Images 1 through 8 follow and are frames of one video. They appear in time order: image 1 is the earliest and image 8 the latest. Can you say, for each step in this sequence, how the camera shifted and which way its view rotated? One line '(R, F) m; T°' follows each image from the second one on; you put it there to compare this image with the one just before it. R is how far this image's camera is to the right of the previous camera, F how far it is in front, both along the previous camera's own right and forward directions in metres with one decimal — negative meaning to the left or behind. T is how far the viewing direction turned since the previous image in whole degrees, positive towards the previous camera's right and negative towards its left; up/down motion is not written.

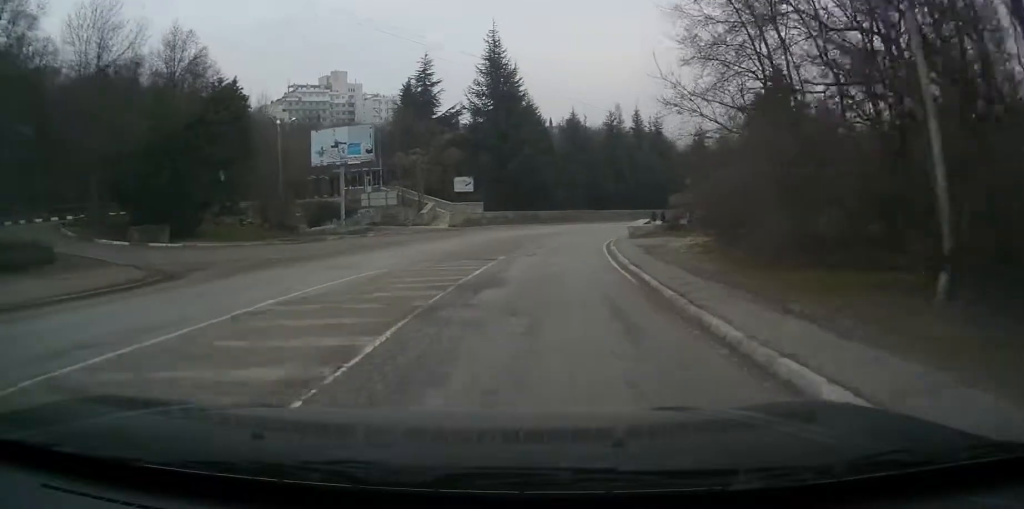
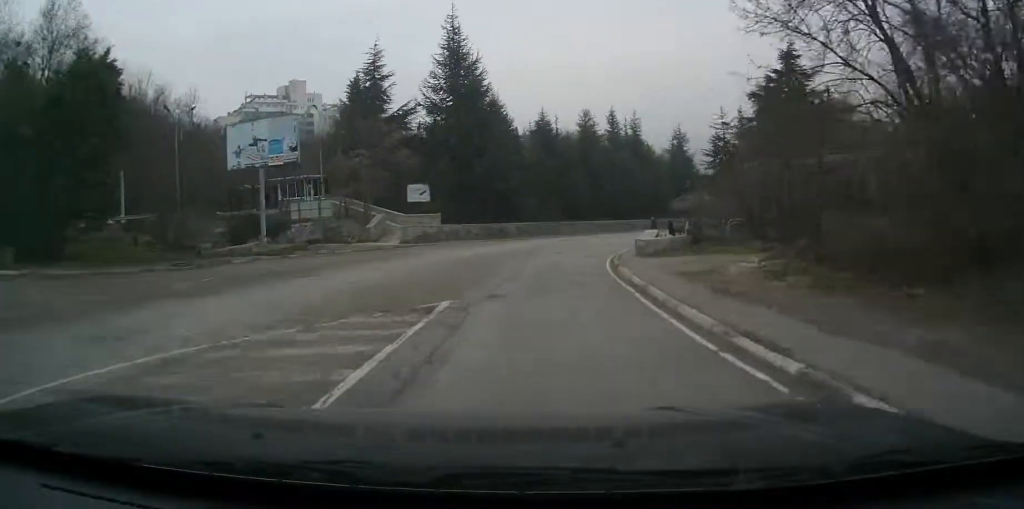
(+0.4, +10.9) m; +2°
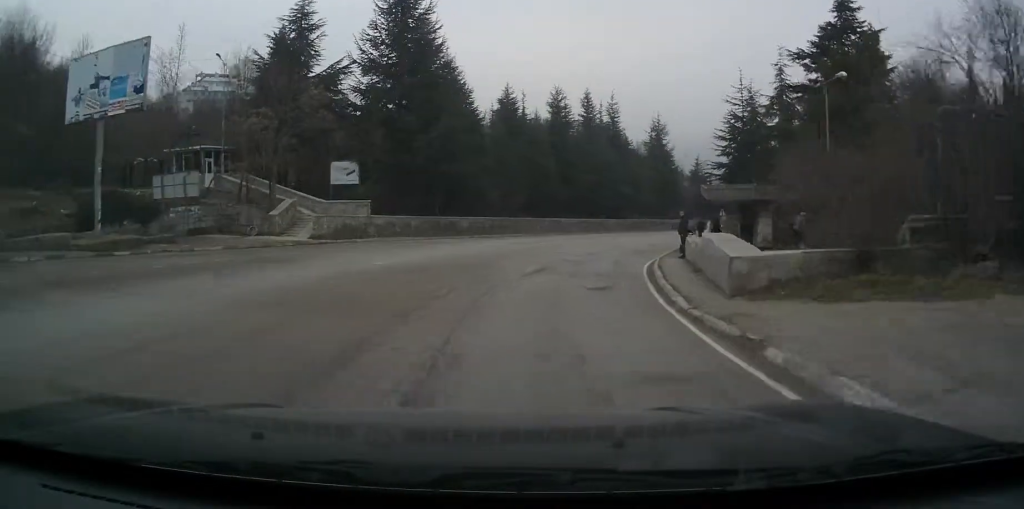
(+0.4, +15.1) m; +7°
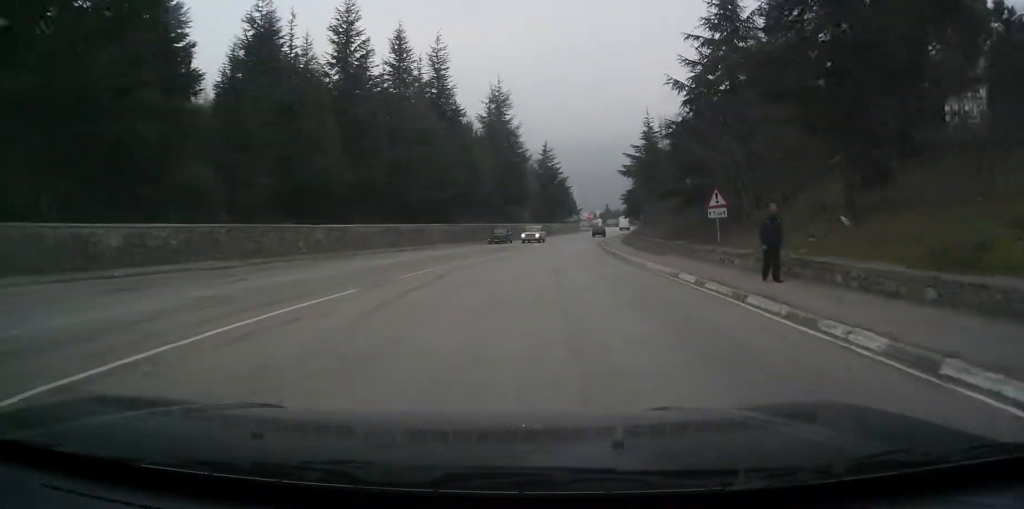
(+5.8, +34.1) m; +13°
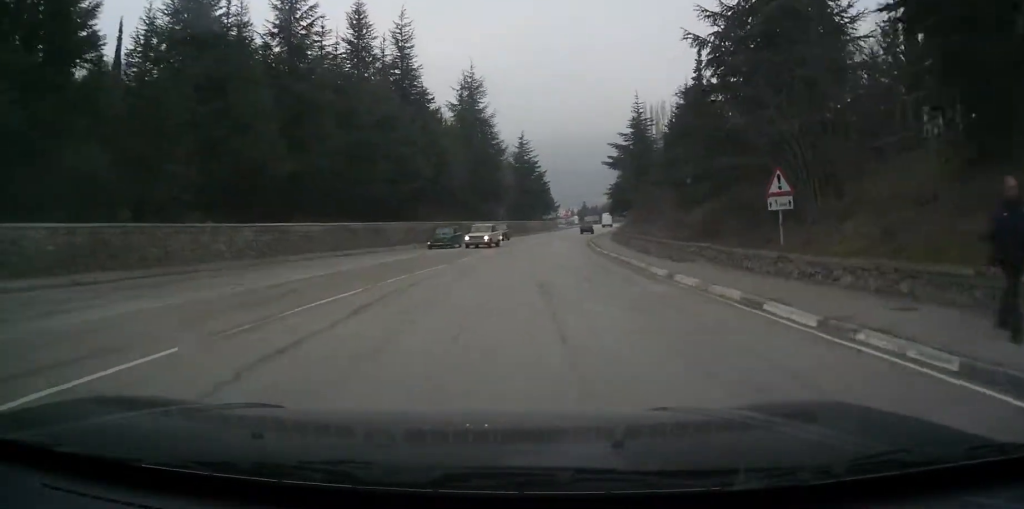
(0.0, +7.6) m; 0°
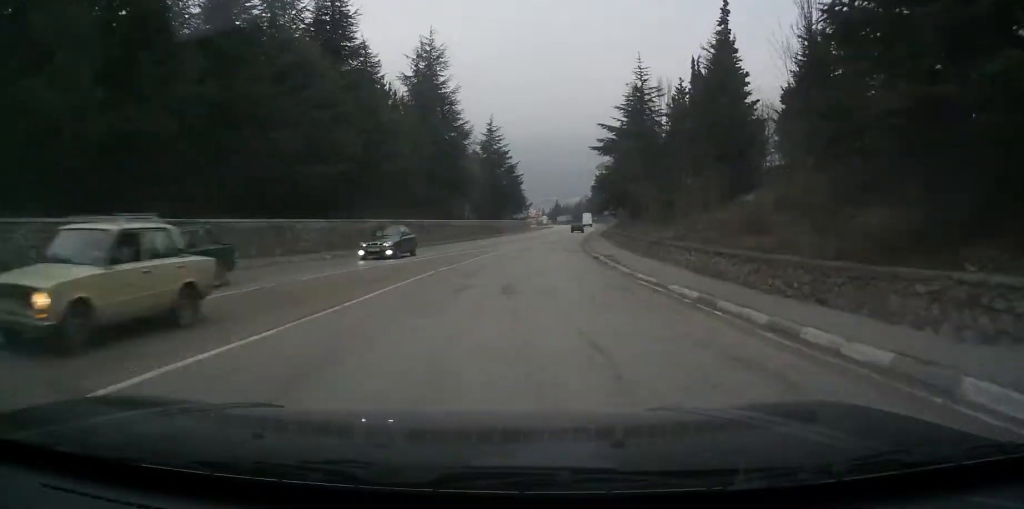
(0.0, +14.6) m; 0°
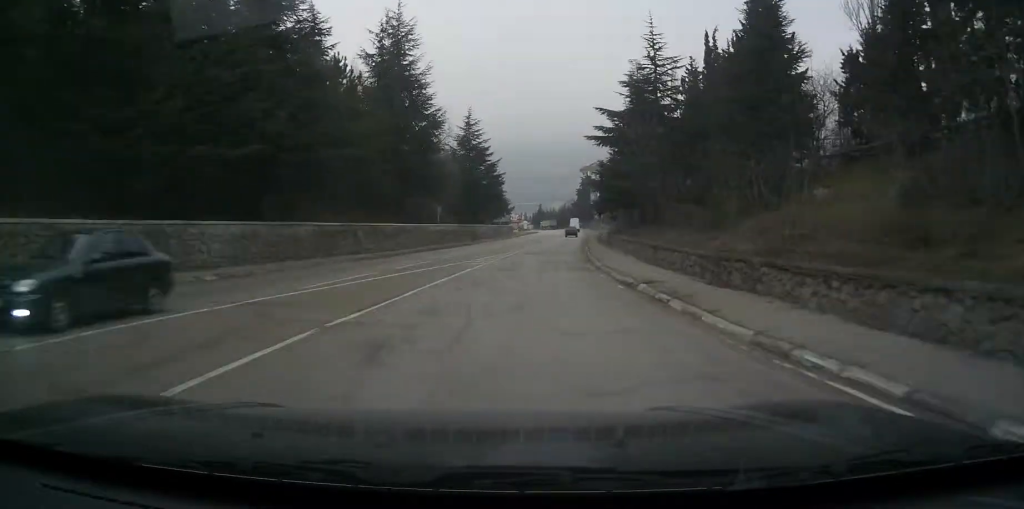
(0.0, +9.9) m; +1°
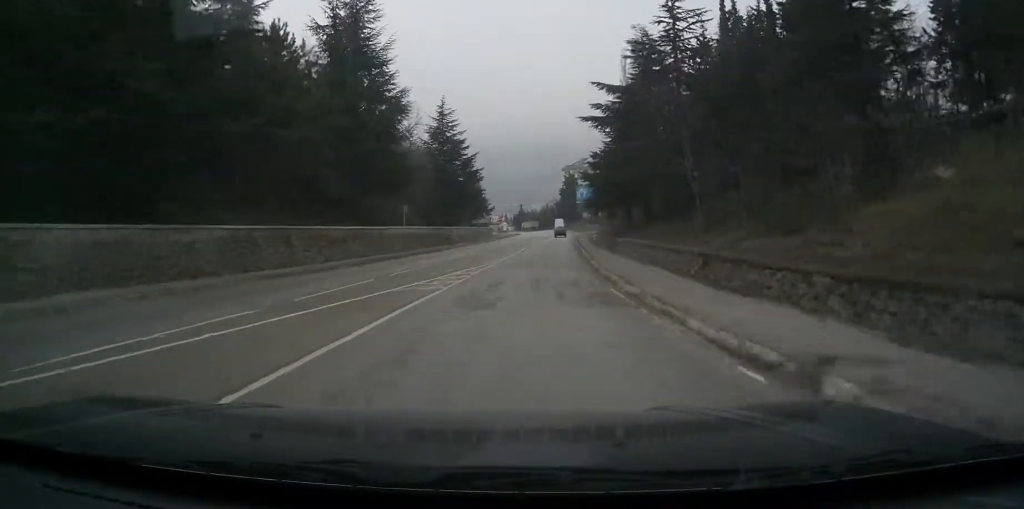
(-0.2, +9.0) m; +3°
